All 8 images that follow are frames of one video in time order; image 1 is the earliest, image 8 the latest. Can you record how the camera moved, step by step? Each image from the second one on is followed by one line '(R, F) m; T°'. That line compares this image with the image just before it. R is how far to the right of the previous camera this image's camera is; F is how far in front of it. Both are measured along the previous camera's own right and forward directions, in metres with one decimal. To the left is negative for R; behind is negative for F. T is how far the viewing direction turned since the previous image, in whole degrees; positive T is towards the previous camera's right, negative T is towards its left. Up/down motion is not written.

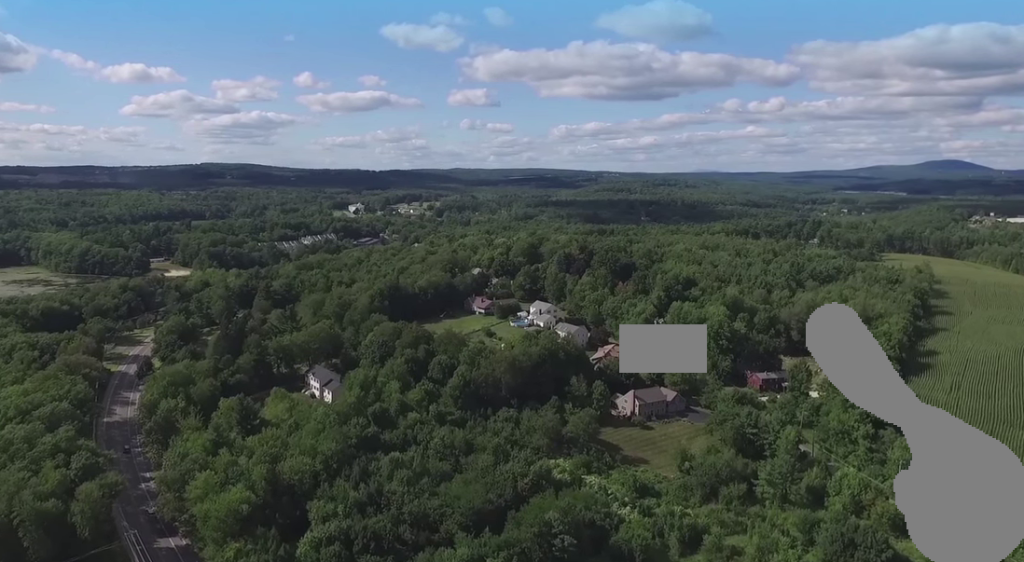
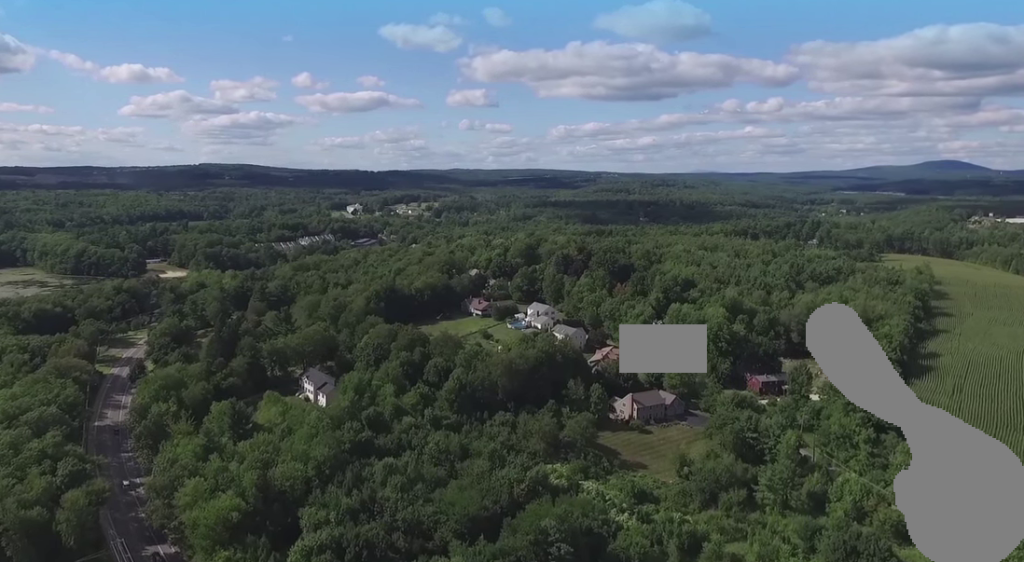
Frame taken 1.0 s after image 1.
(0.0, +3.5) m; 0°
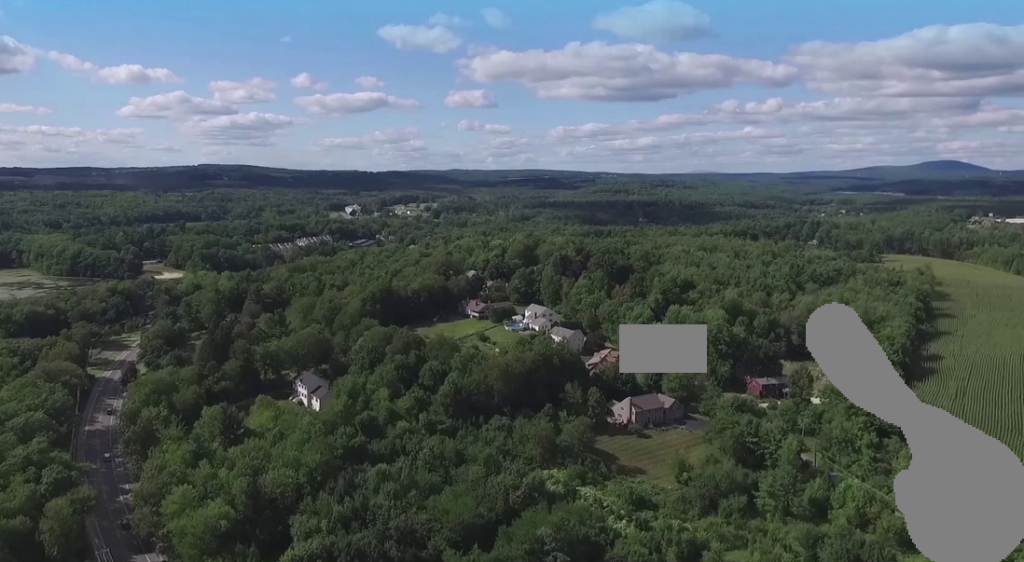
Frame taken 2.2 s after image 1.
(-0.1, +3.7) m; -2°
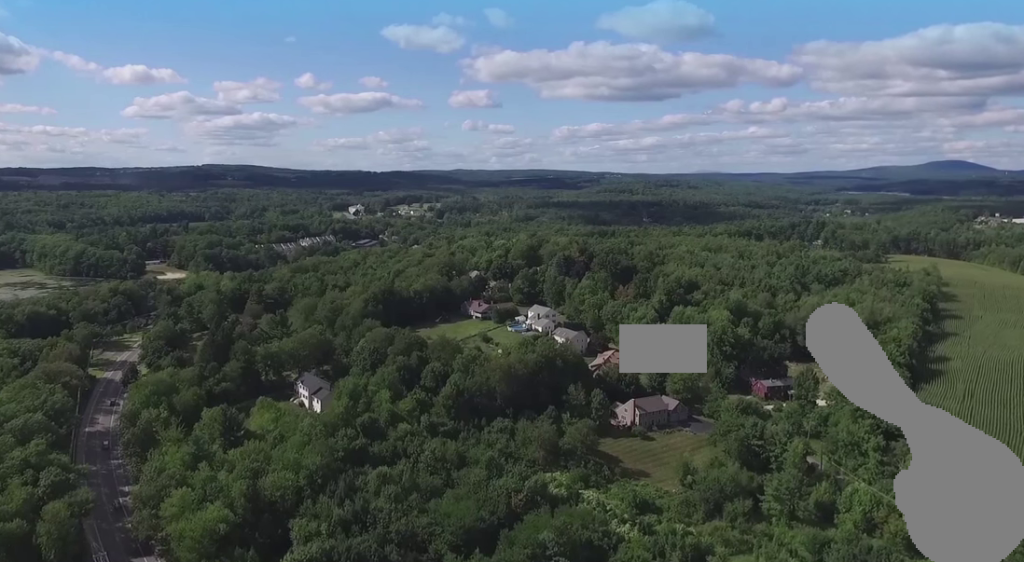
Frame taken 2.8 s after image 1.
(0.0, +1.9) m; 0°
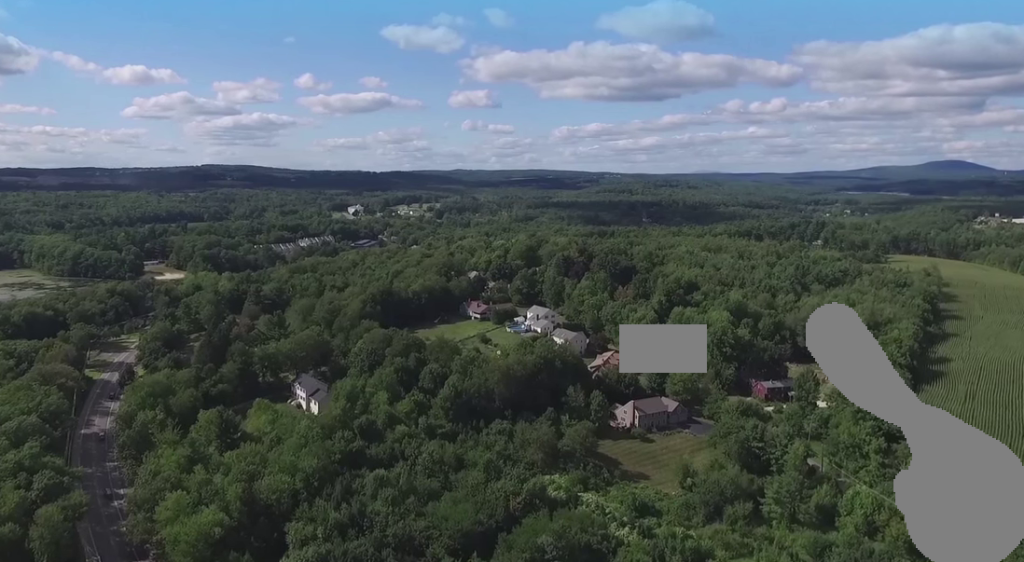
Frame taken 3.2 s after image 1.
(0.0, +1.7) m; 0°
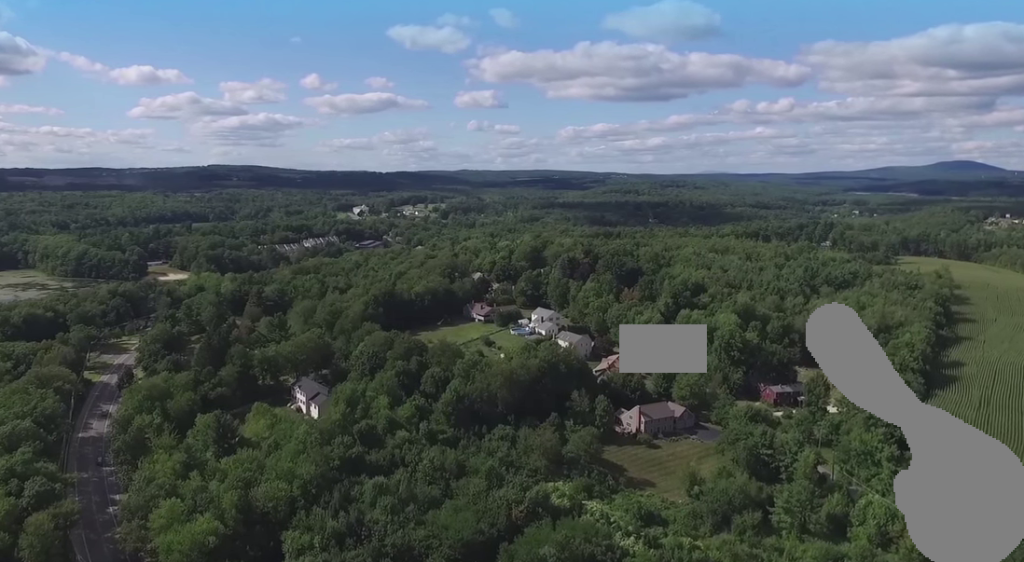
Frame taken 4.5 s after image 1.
(0.0, +4.1) m; -1°
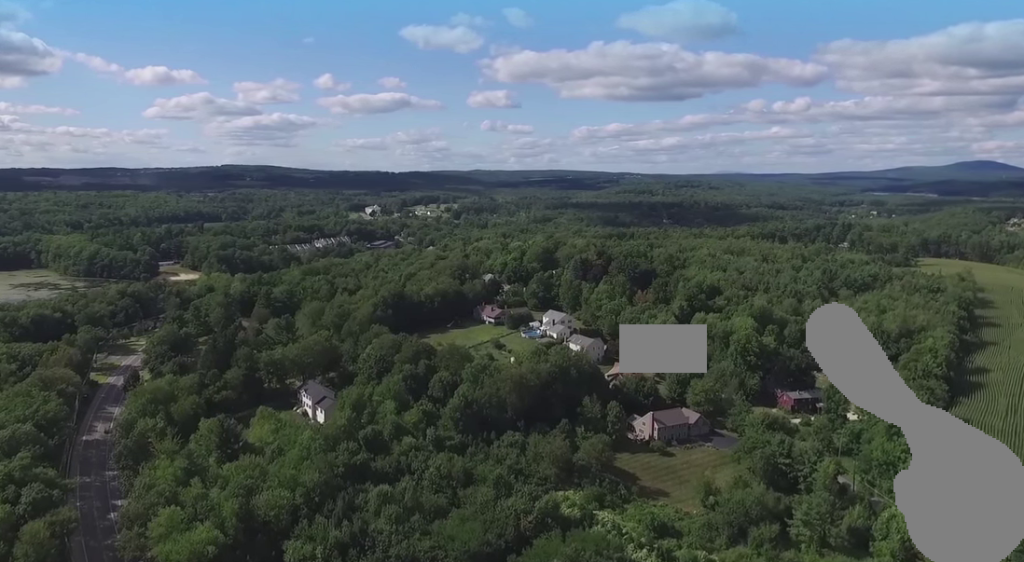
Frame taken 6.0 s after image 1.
(-0.1, +4.8) m; -2°
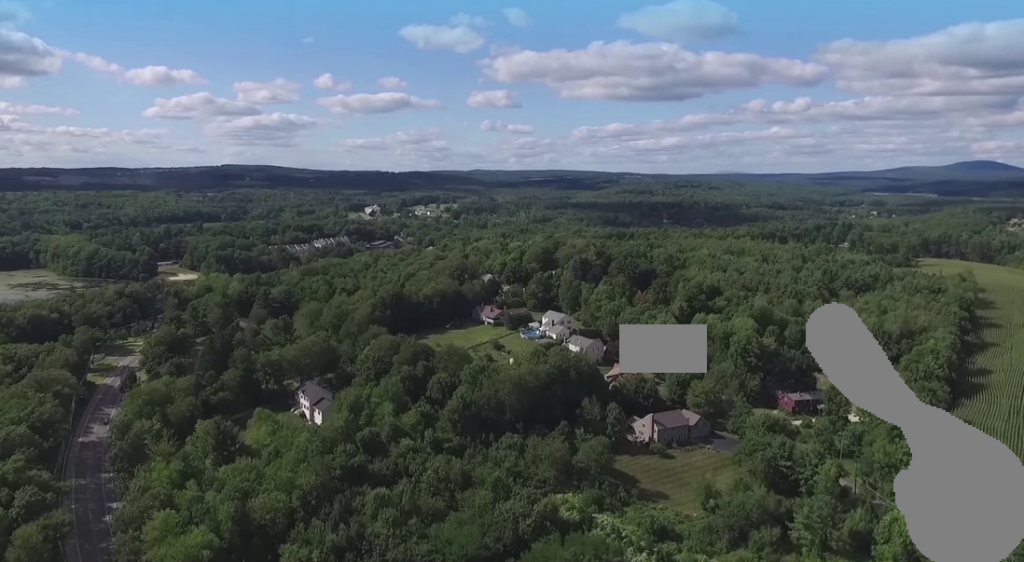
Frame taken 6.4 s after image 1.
(0.0, +1.7) m; -1°
